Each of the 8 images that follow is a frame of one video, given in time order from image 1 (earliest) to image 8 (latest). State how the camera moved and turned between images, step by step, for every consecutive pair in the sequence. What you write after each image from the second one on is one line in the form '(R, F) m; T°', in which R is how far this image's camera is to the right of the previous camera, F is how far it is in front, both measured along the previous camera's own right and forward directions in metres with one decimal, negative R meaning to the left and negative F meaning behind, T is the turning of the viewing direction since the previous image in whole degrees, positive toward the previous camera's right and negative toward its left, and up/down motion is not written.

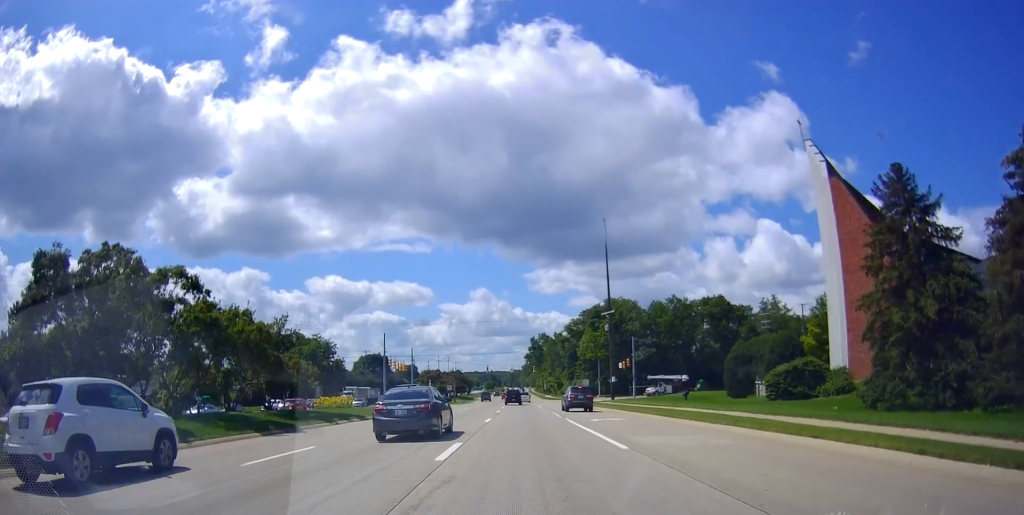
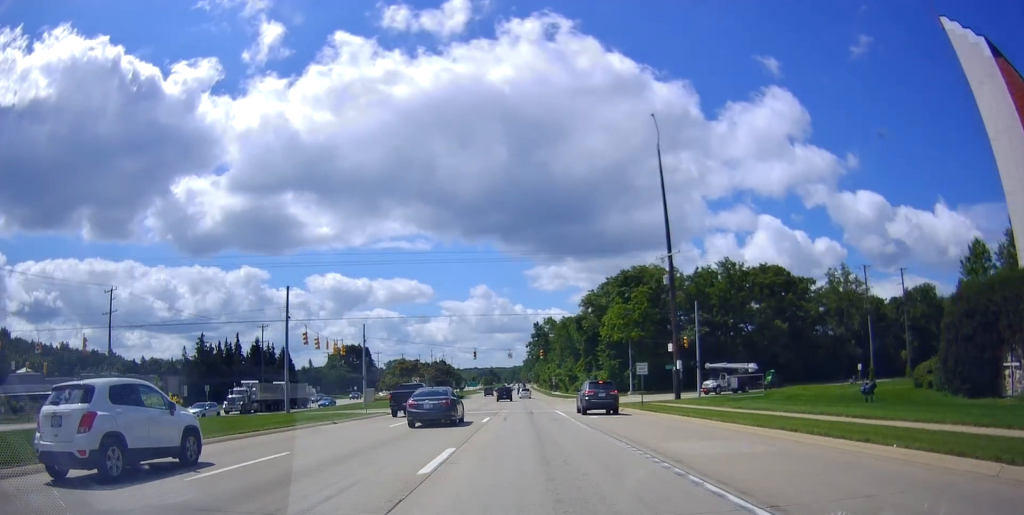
(-0.5, +30.9) m; 0°
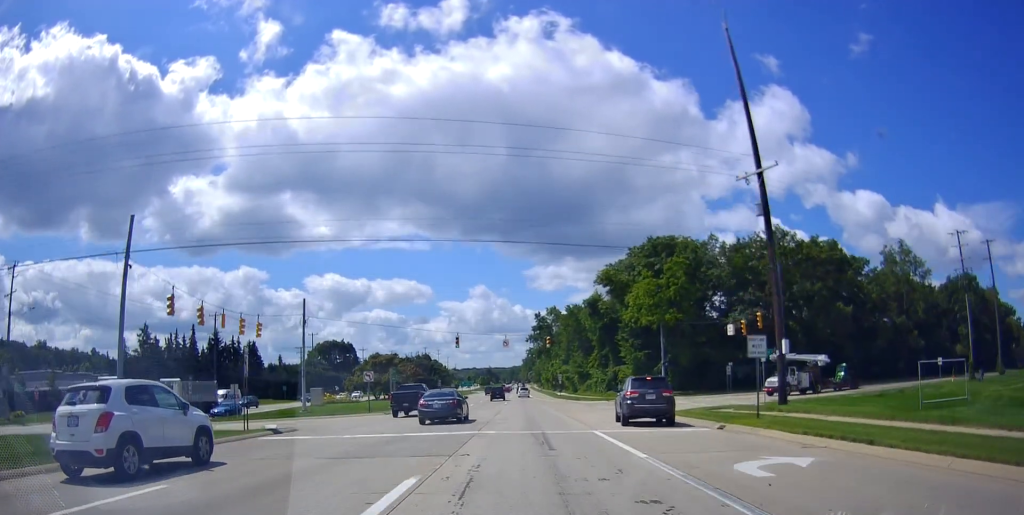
(+0.1, +18.8) m; 0°
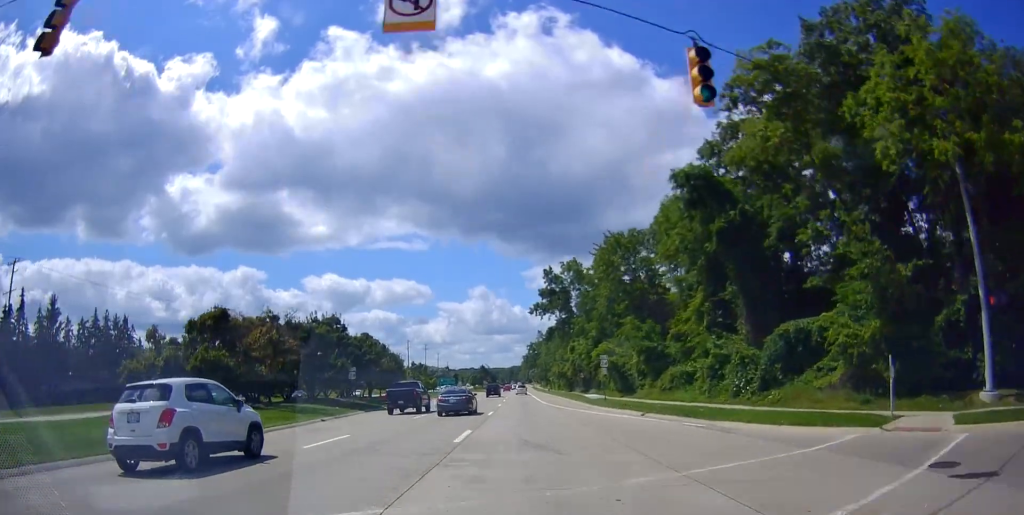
(-0.8, +47.1) m; -1°
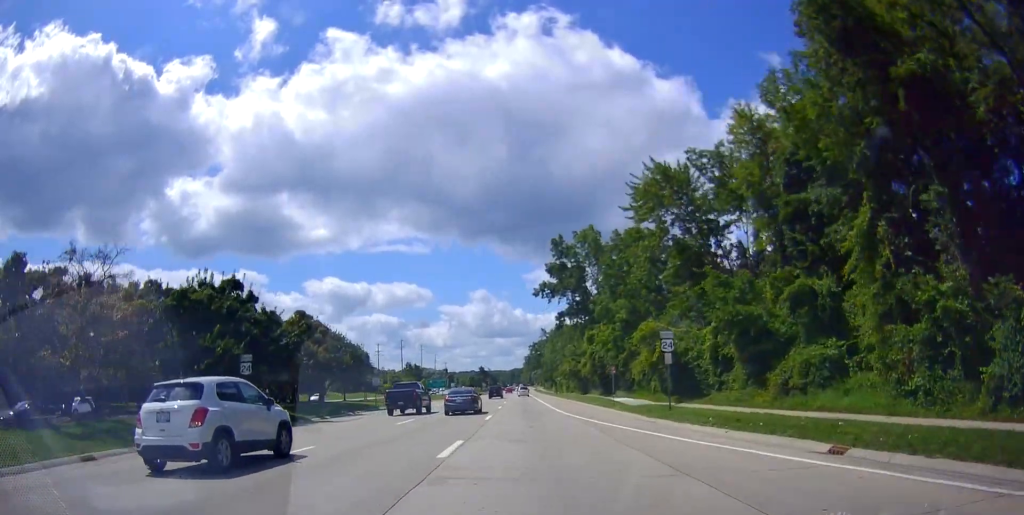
(0.0, +18.1) m; +1°
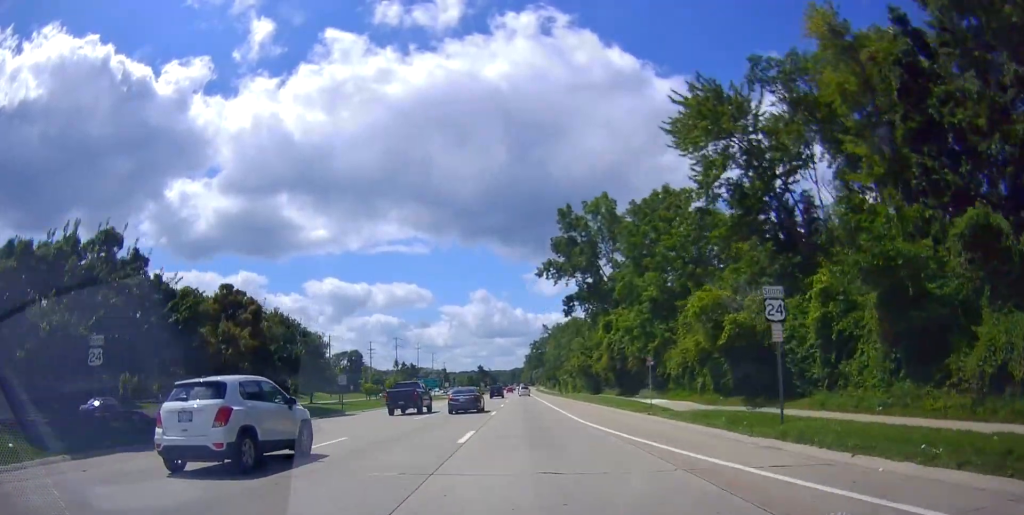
(-0.1, +11.0) m; +1°
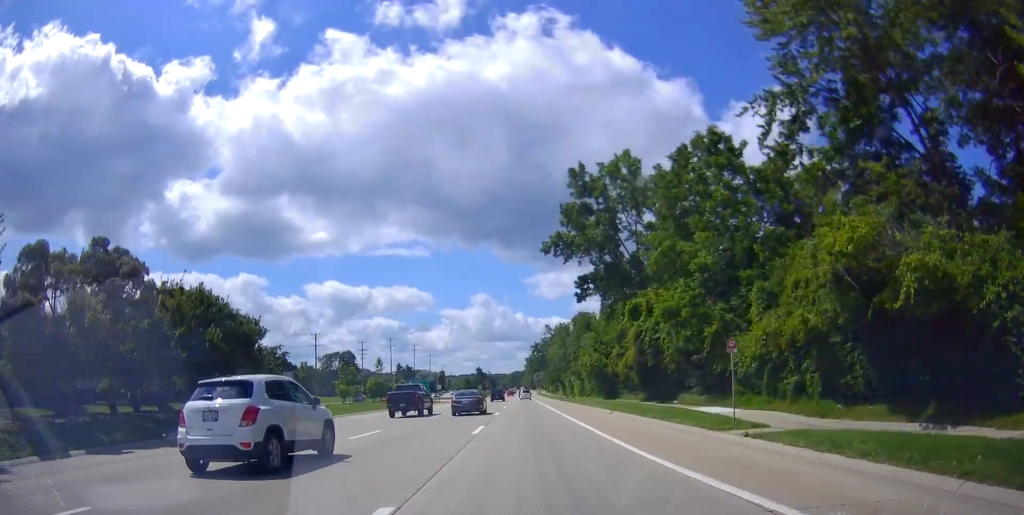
(+0.3, +11.1) m; 0°
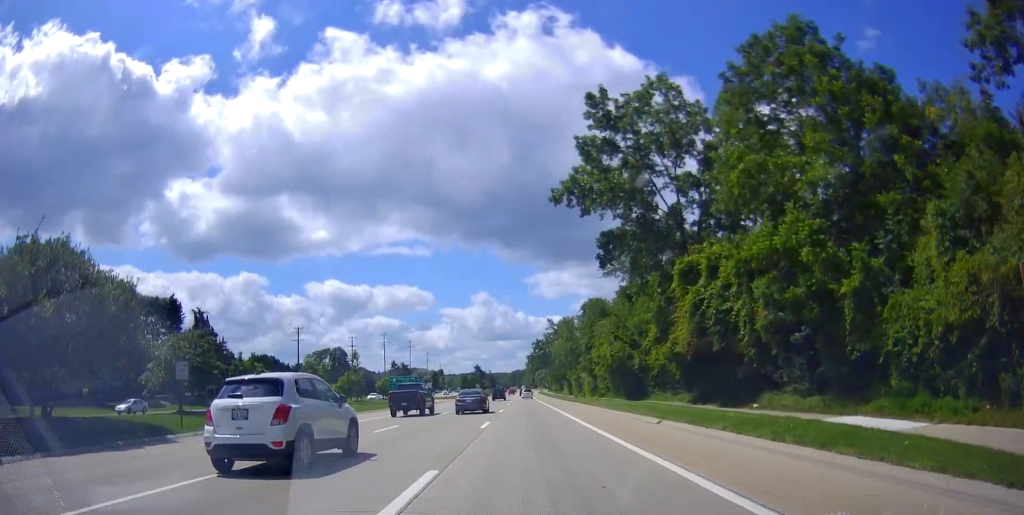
(+0.3, +11.8) m; 0°
